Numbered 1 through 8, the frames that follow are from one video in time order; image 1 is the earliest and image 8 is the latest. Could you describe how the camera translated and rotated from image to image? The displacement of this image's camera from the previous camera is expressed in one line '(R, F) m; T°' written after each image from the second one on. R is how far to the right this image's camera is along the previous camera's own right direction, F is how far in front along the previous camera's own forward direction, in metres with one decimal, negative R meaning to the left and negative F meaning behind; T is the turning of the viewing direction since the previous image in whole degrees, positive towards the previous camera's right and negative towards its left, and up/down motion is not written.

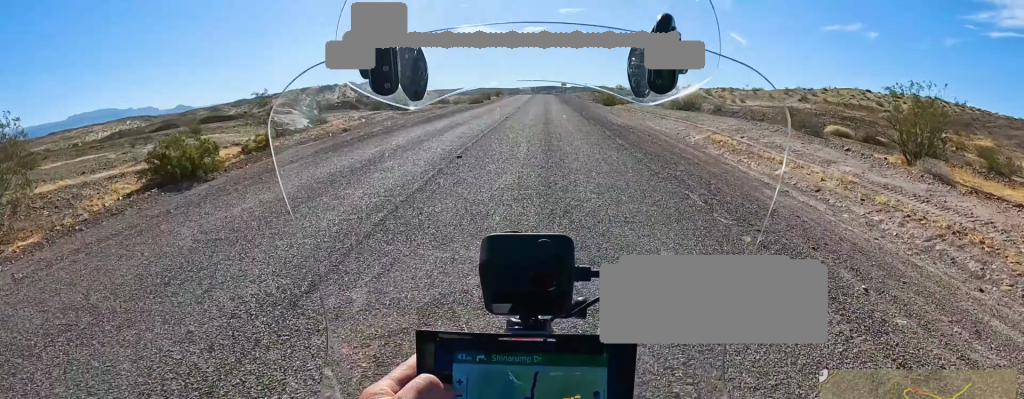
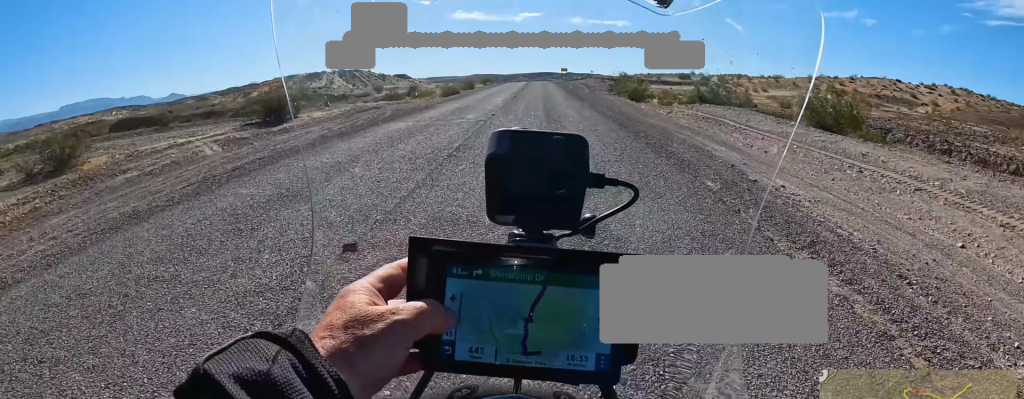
(0.0, +19.0) m; 0°
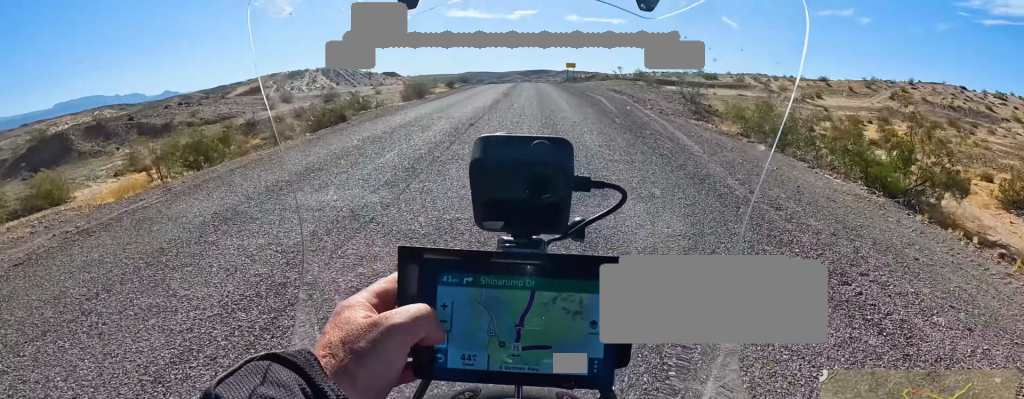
(0.0, +31.0) m; 0°
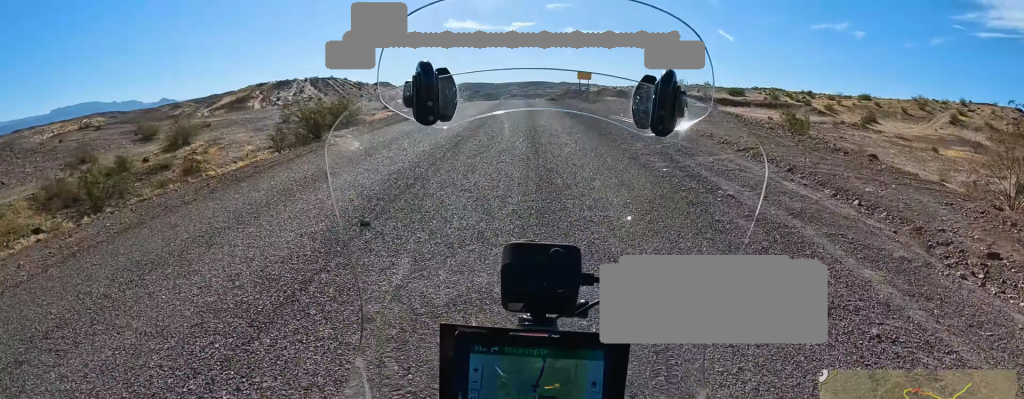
(0.0, +21.6) m; 0°
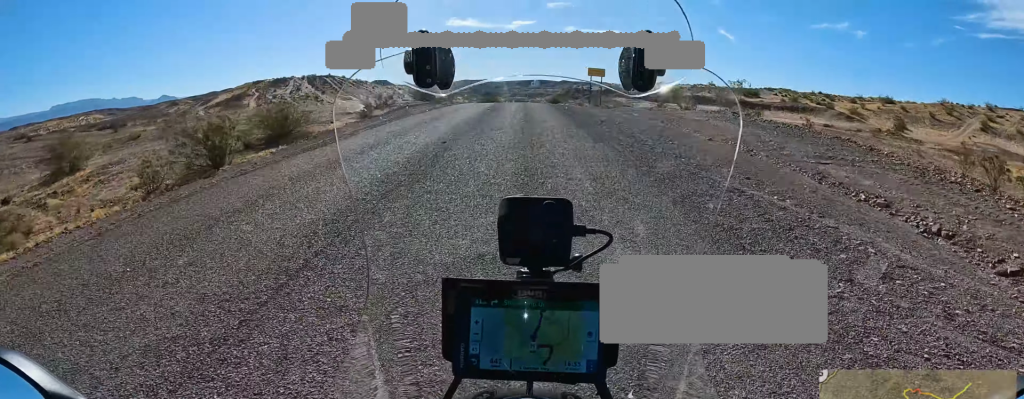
(0.0, +8.3) m; 0°
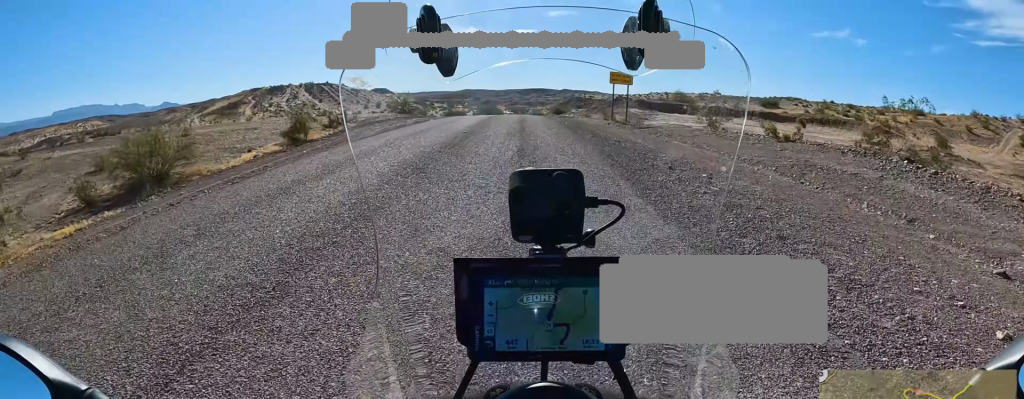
(0.0, +9.6) m; 0°
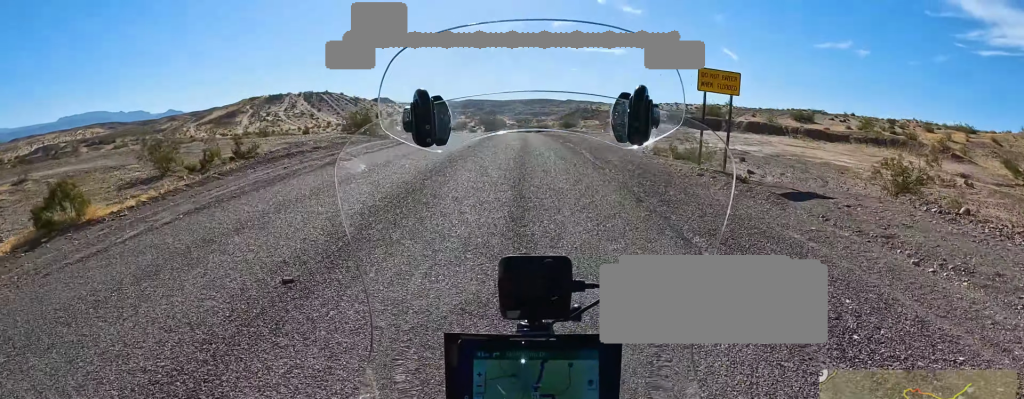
(0.0, +12.9) m; 0°
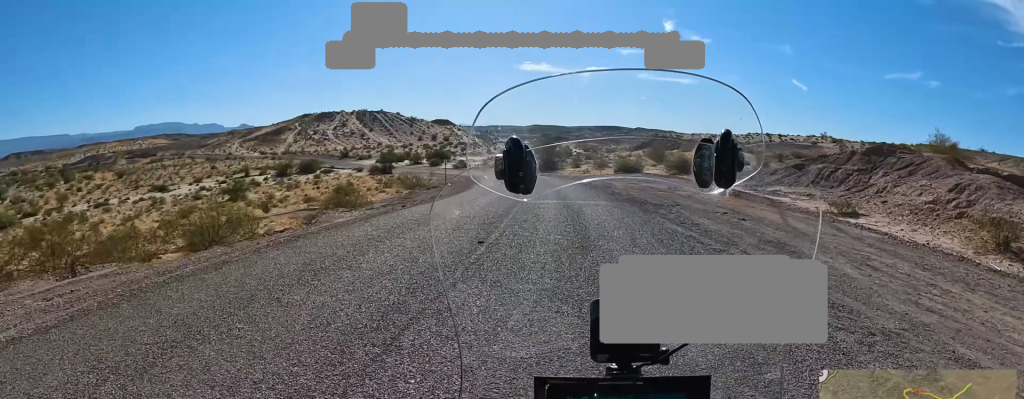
(0.0, +40.5) m; 0°
